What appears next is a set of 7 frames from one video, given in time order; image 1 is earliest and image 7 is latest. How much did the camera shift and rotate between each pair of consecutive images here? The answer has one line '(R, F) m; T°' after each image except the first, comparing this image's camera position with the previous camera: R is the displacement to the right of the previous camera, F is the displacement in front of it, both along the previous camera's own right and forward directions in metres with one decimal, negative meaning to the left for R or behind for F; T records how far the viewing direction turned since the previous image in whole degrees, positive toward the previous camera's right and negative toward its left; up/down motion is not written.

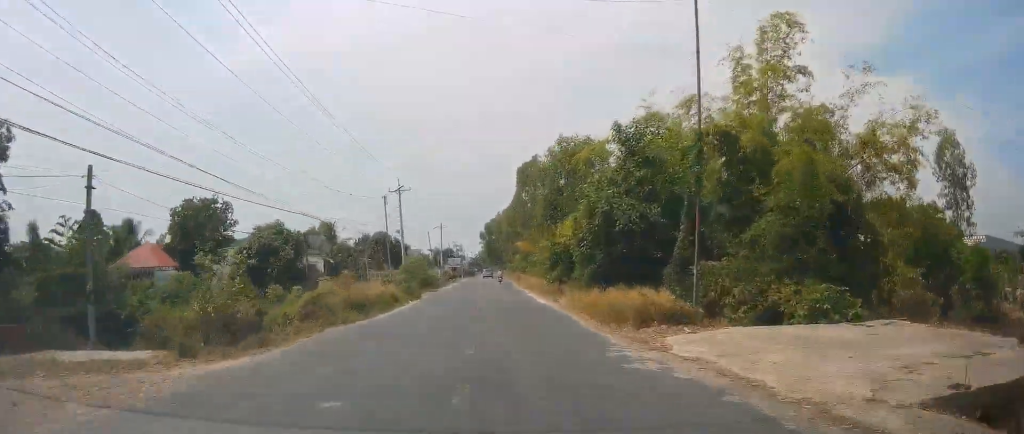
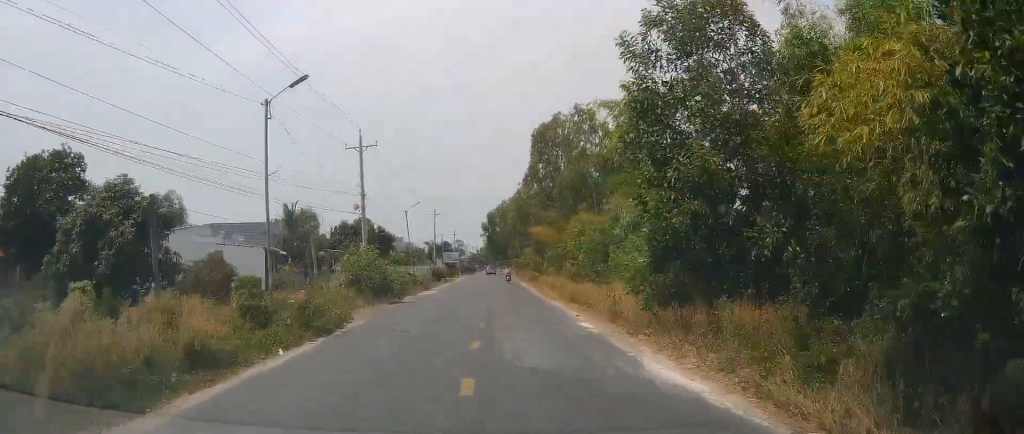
(-0.2, +20.1) m; -2°
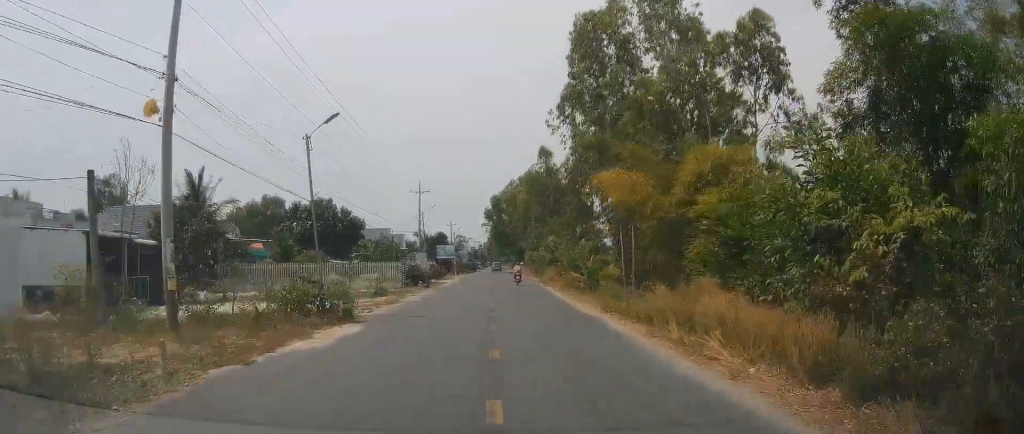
(-0.5, +26.4) m; +2°
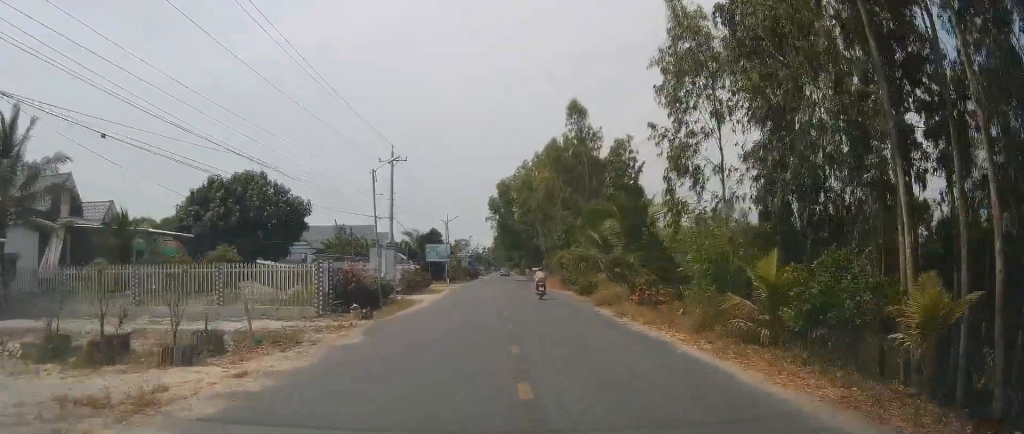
(+0.5, +22.7) m; -1°
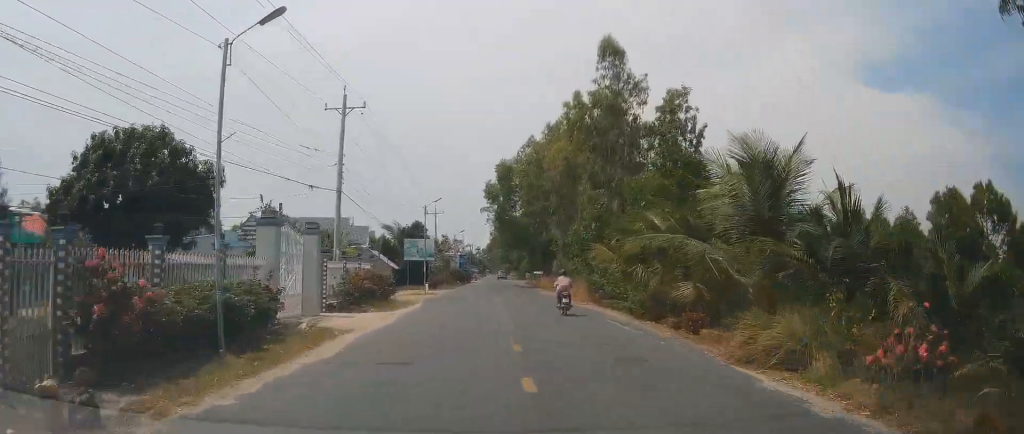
(-0.4, +15.2) m; -1°
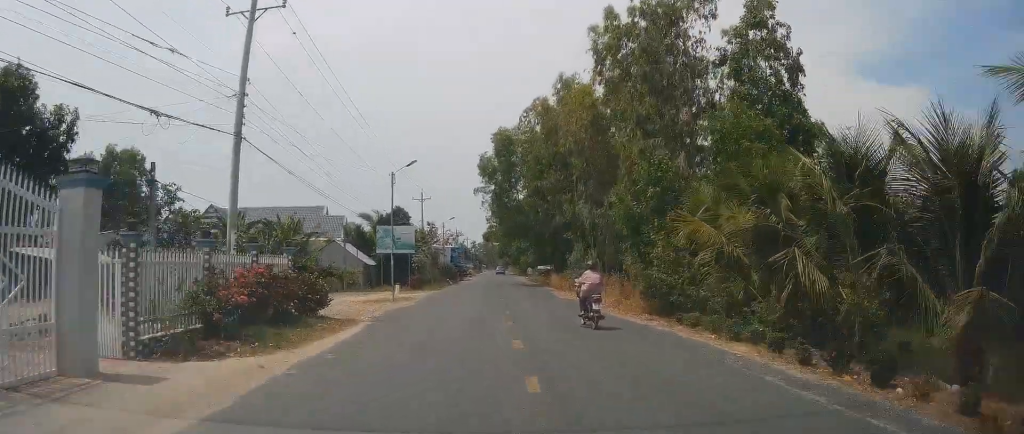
(+0.1, +12.8) m; +2°
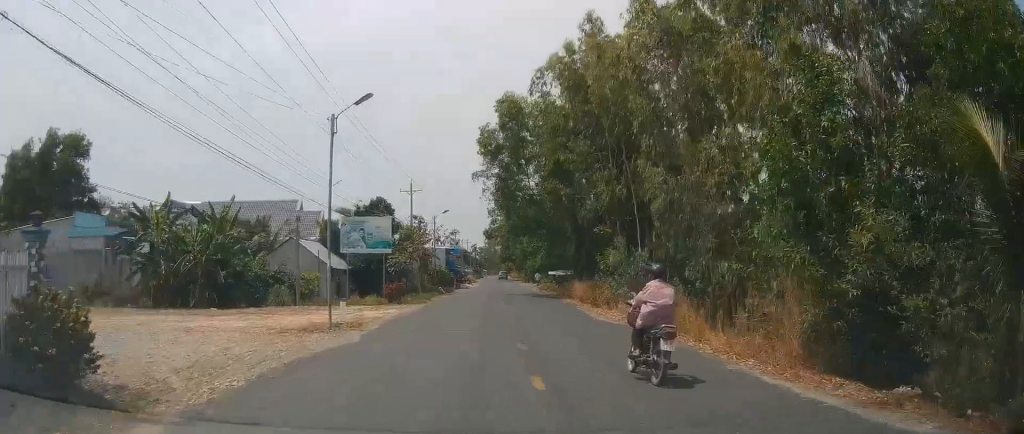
(+0.5, +11.3) m; +1°
